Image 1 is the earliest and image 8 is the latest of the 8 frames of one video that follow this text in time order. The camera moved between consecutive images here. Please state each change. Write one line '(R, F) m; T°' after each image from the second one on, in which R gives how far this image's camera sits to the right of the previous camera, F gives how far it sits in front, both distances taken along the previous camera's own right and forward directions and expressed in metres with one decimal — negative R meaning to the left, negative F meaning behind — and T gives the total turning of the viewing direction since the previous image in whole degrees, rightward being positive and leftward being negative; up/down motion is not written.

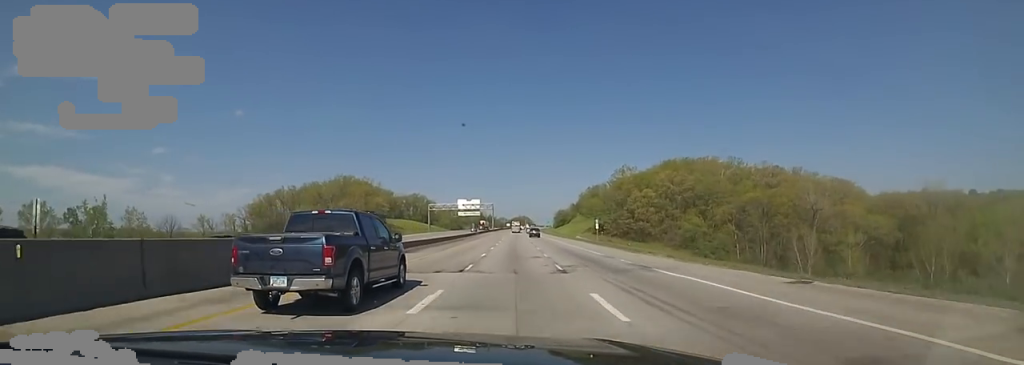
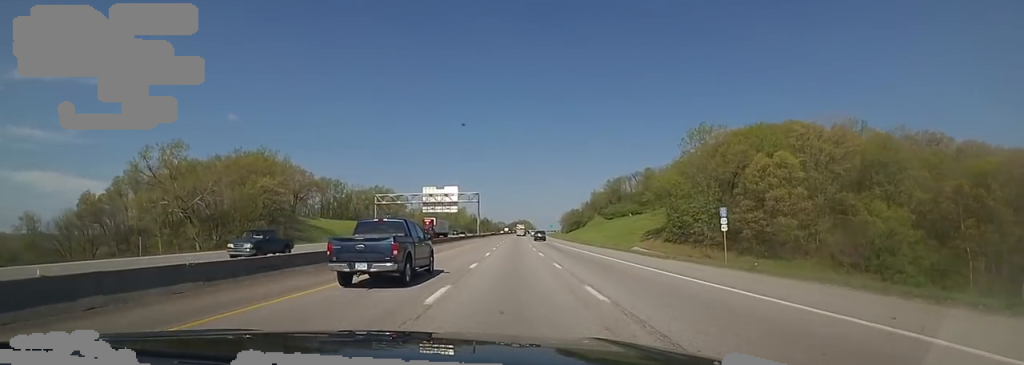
(0.0, +66.2) m; 0°
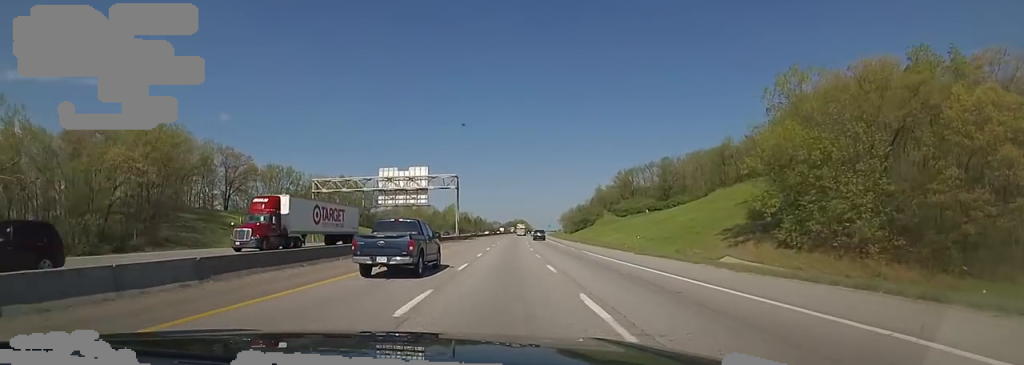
(0.0, +32.9) m; 0°
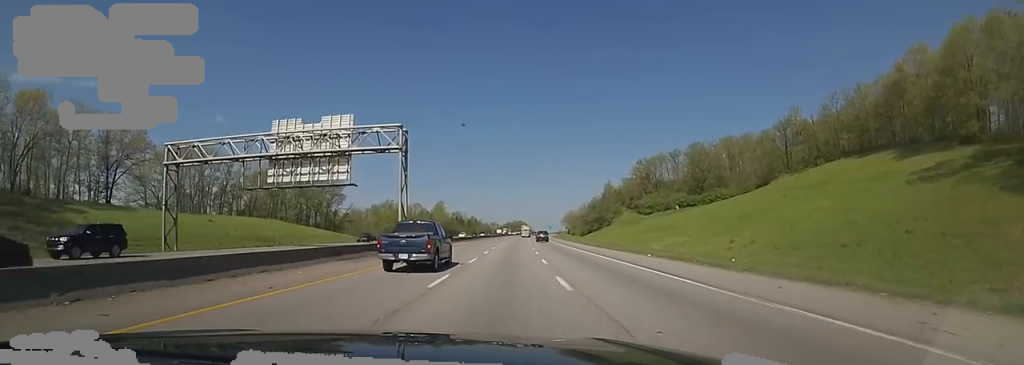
(0.0, +35.4) m; +2°
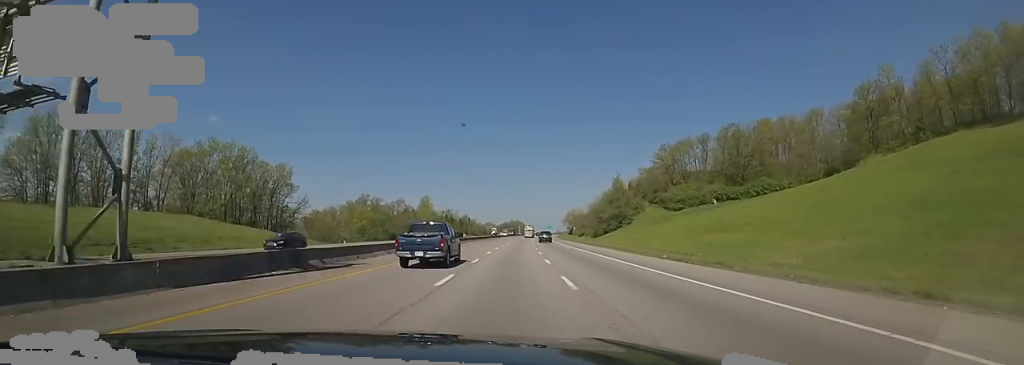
(+0.6, +29.6) m; +1°
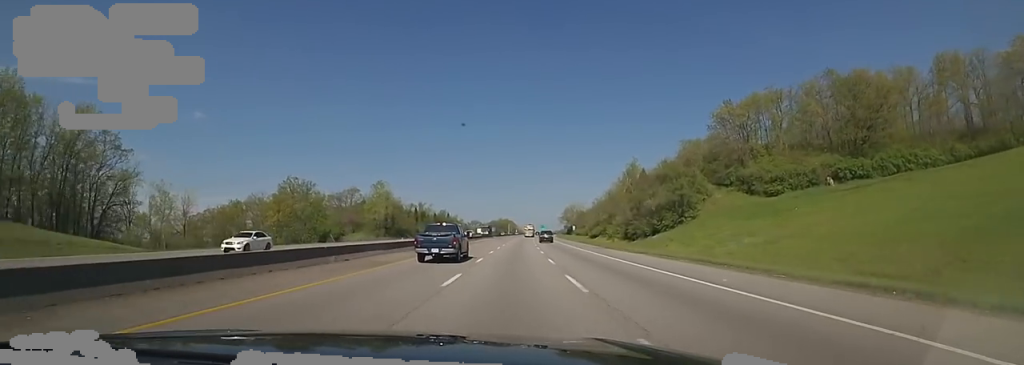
(-0.6, +48.7) m; 0°
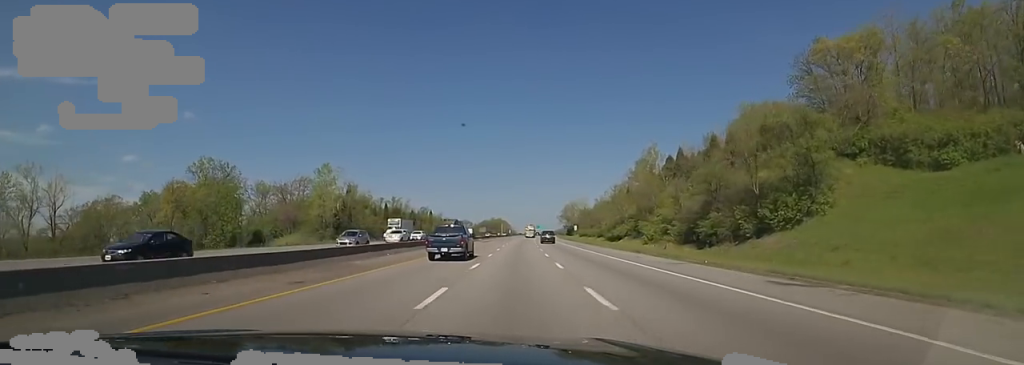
(+1.2, +32.9) m; +2°
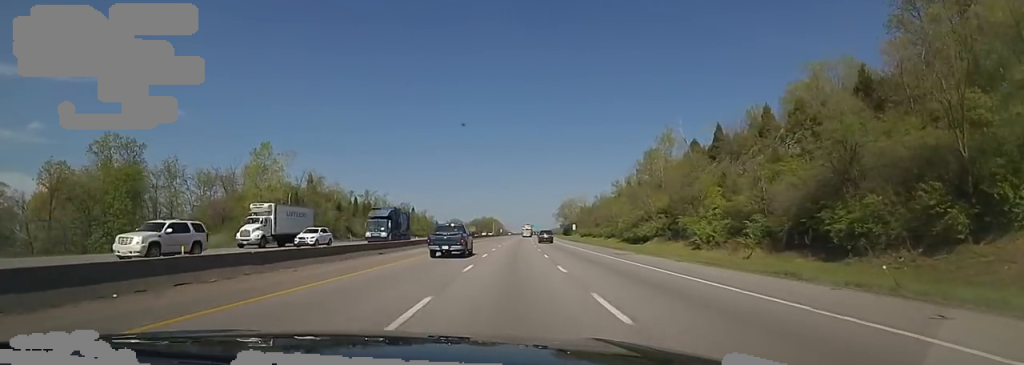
(+0.1, +21.6) m; 0°
